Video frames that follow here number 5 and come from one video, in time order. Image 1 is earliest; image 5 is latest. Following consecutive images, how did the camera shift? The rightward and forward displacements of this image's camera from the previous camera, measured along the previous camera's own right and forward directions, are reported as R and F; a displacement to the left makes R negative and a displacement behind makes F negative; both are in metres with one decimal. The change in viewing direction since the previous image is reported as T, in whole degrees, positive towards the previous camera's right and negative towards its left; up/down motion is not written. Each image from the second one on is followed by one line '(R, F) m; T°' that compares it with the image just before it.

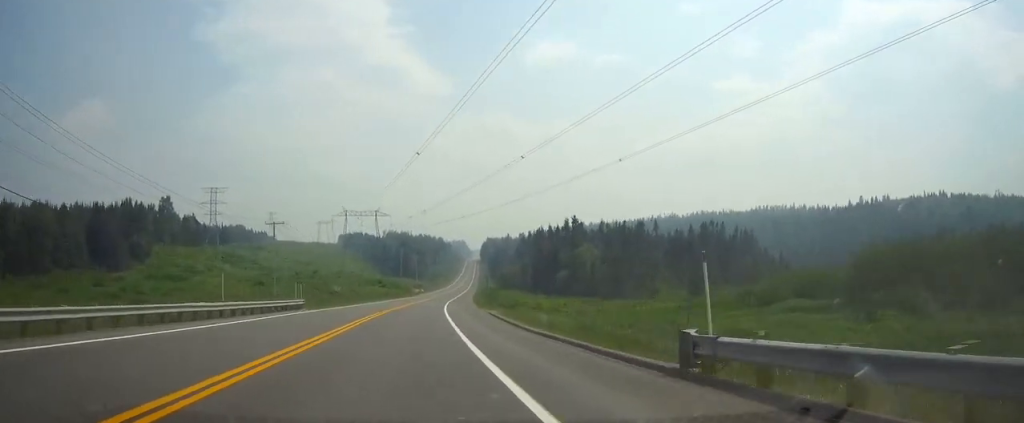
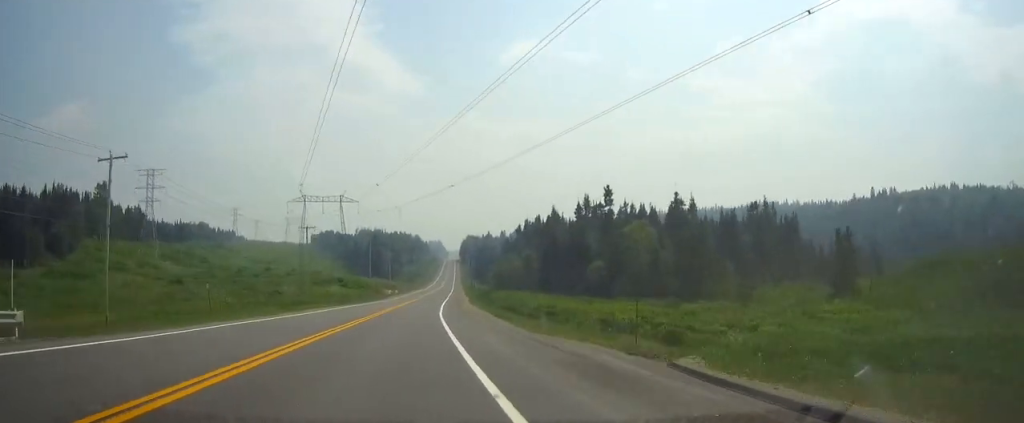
(+0.5, +39.9) m; +1°
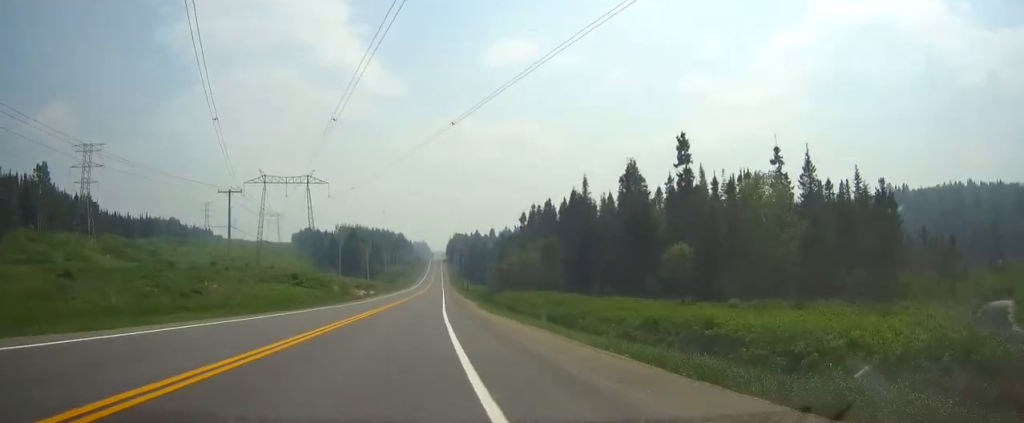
(+0.4, +34.0) m; +1°
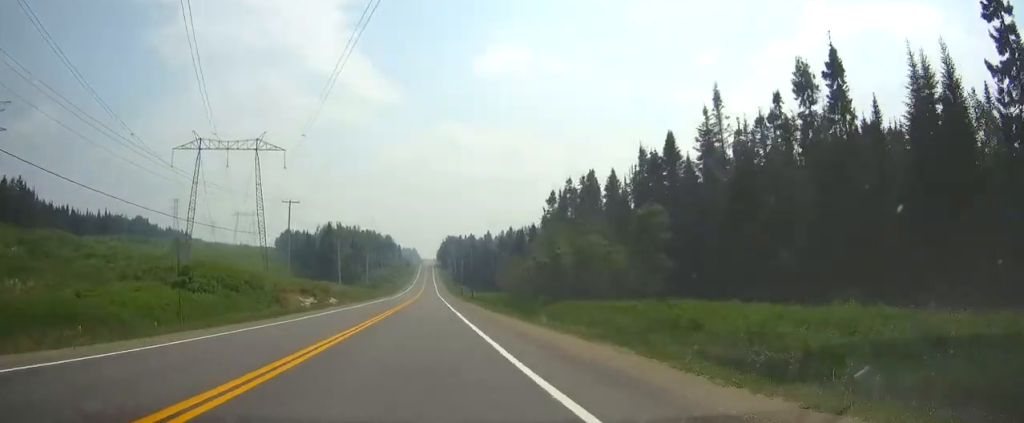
(+0.6, +44.0) m; +1°
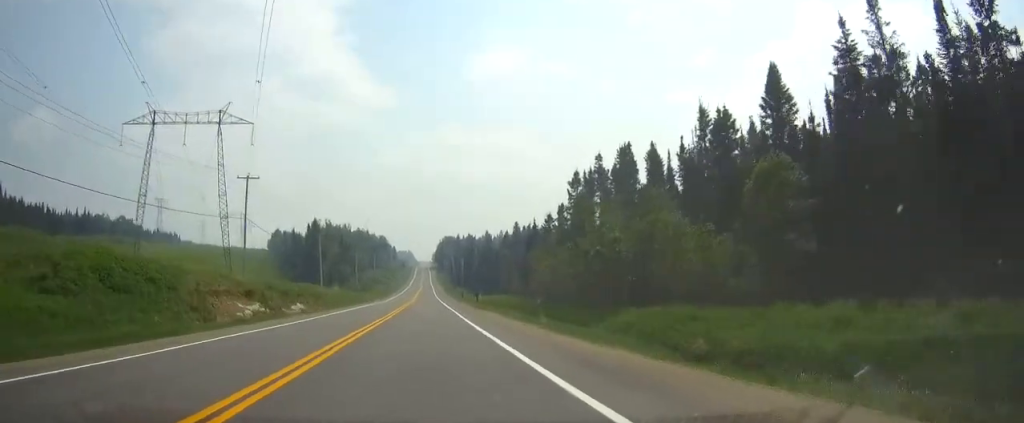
(+0.1, +20.5) m; +1°
